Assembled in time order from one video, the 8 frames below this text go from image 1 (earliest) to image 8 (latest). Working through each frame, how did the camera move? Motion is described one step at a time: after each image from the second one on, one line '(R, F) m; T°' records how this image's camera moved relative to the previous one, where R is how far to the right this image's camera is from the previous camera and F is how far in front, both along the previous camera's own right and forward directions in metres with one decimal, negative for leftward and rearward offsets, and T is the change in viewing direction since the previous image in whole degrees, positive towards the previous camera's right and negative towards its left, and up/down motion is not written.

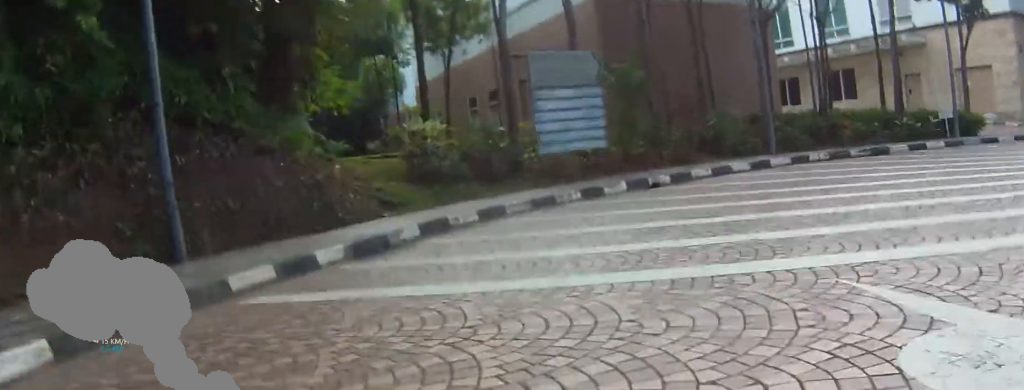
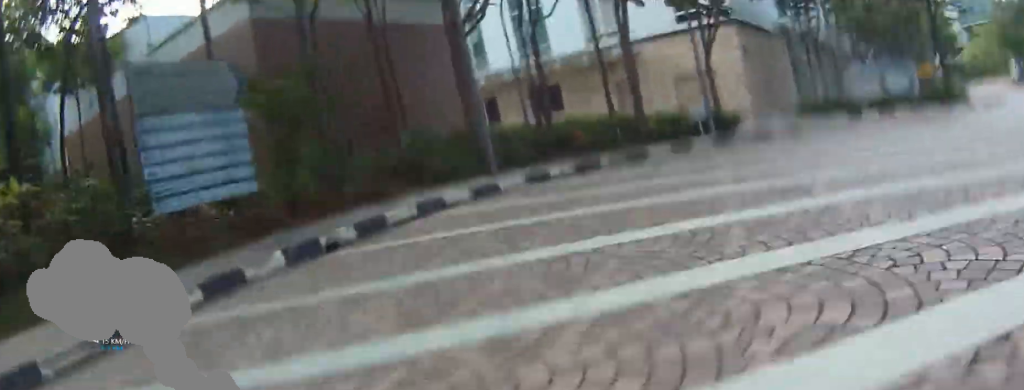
(+0.1, +4.7) m; +9°
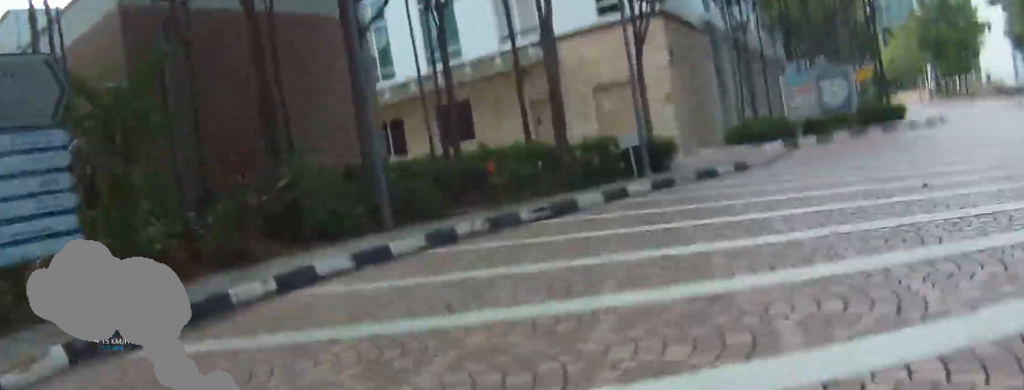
(+0.2, +2.3) m; +7°
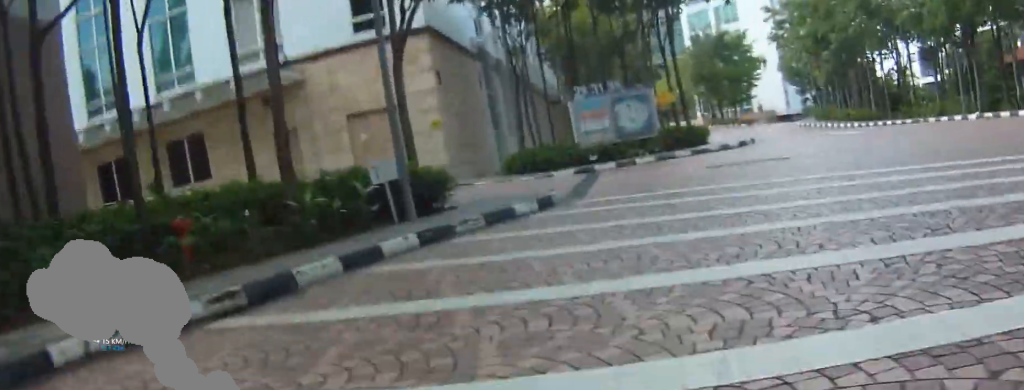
(+0.1, +4.4) m; +4°
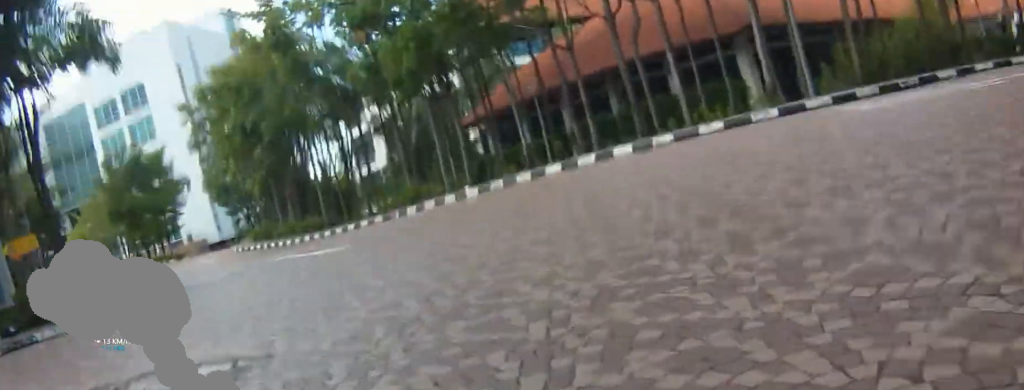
(+2.6, +6.7) m; +59°
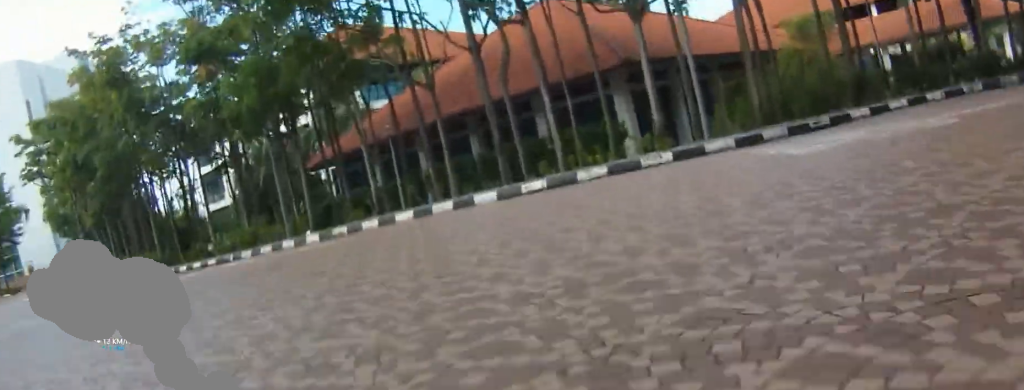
(+0.5, +1.8) m; +18°
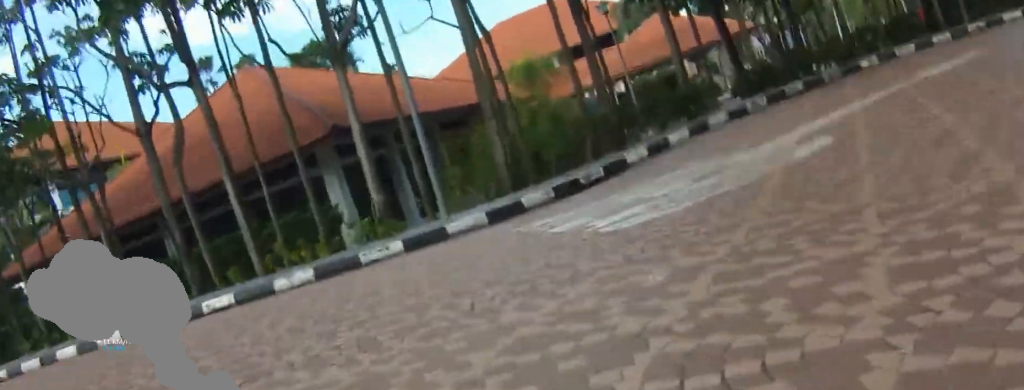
(+0.7, +2.7) m; +26°
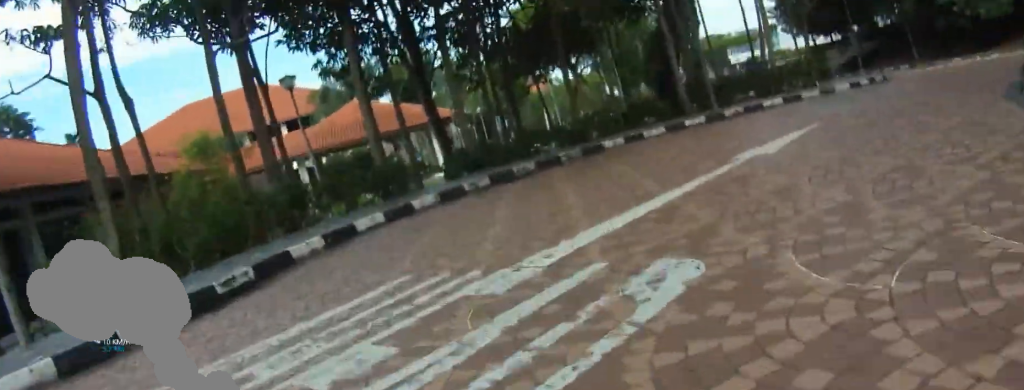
(+0.2, +2.4) m; +28°
